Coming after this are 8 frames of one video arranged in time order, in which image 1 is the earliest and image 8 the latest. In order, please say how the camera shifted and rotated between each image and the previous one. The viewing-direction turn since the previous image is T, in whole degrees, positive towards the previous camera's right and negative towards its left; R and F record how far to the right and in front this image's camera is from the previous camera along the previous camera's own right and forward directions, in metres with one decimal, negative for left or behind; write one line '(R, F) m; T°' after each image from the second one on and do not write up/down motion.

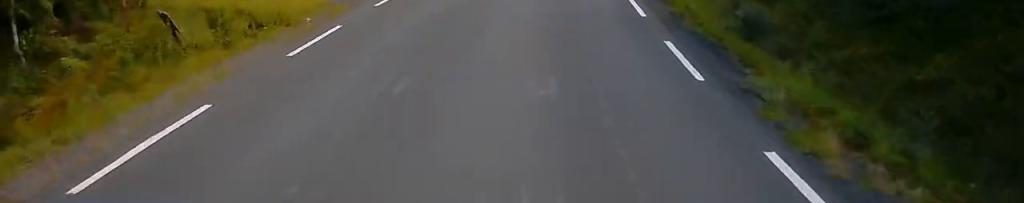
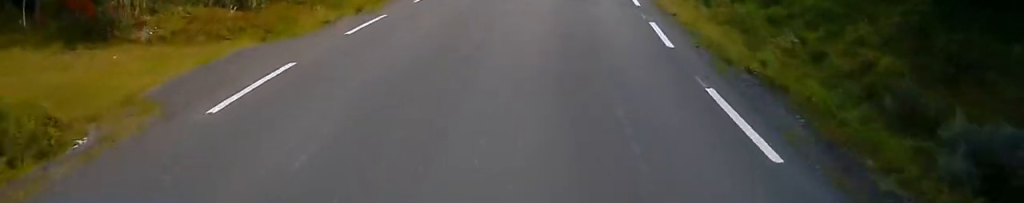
(0.0, +9.0) m; +1°
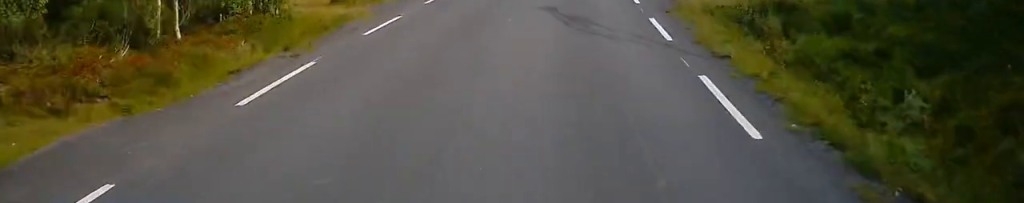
(-0.3, +5.2) m; +1°
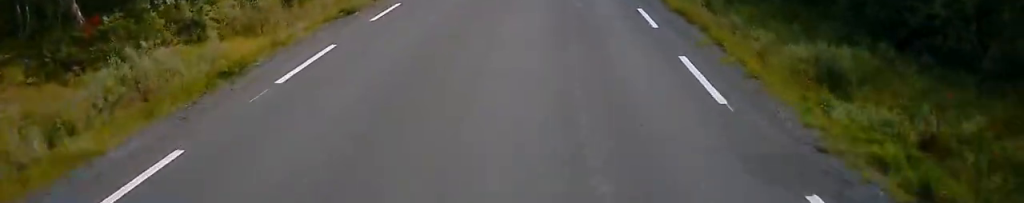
(+1.2, +28.4) m; +3°
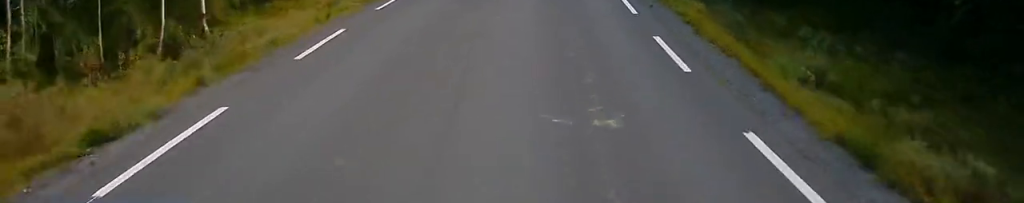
(+0.3, +10.3) m; +2°
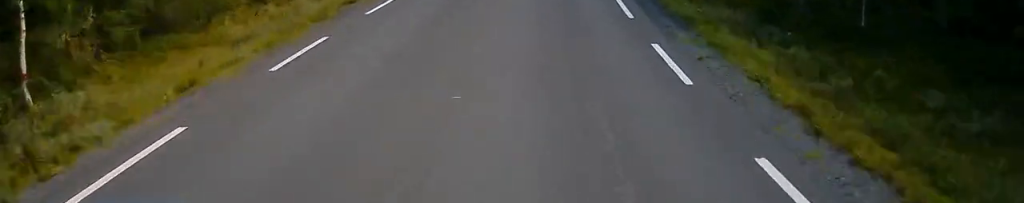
(+0.1, +6.8) m; +1°
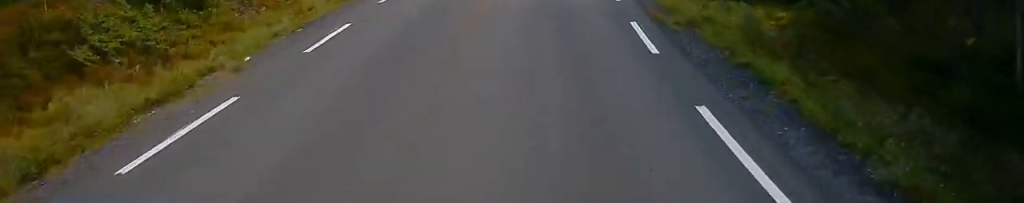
(+0.1, +10.3) m; +2°
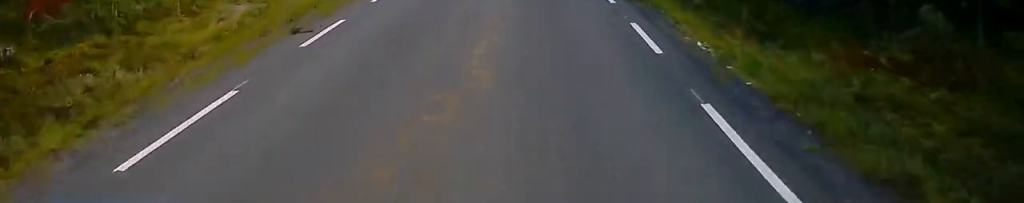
(+0.6, +18.0) m; +2°
